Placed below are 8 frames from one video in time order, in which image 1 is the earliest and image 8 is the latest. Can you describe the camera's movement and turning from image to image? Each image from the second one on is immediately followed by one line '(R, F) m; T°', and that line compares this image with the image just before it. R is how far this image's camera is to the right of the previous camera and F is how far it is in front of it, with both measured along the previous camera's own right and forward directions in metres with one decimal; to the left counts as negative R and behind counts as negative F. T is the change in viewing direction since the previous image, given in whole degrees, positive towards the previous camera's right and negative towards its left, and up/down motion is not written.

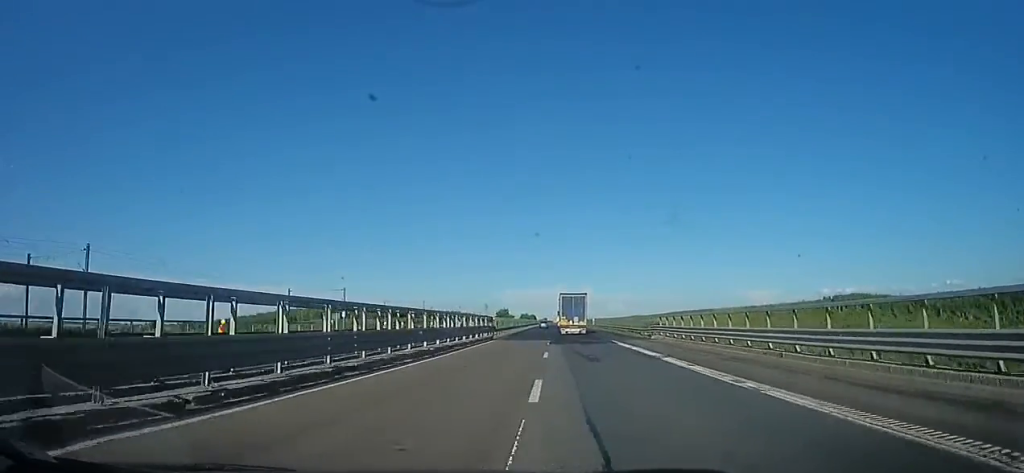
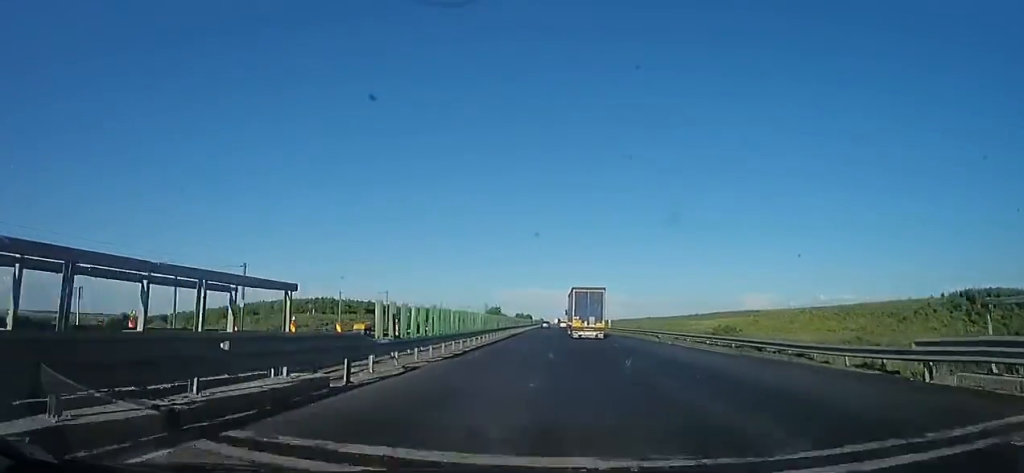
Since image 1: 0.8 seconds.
(+1.2, +30.4) m; +2°
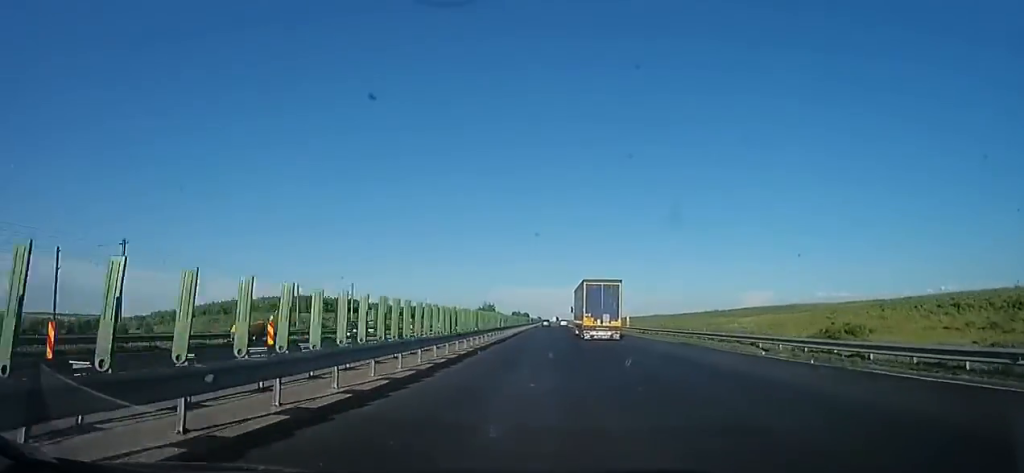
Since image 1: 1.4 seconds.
(+0.1, +19.2) m; 0°
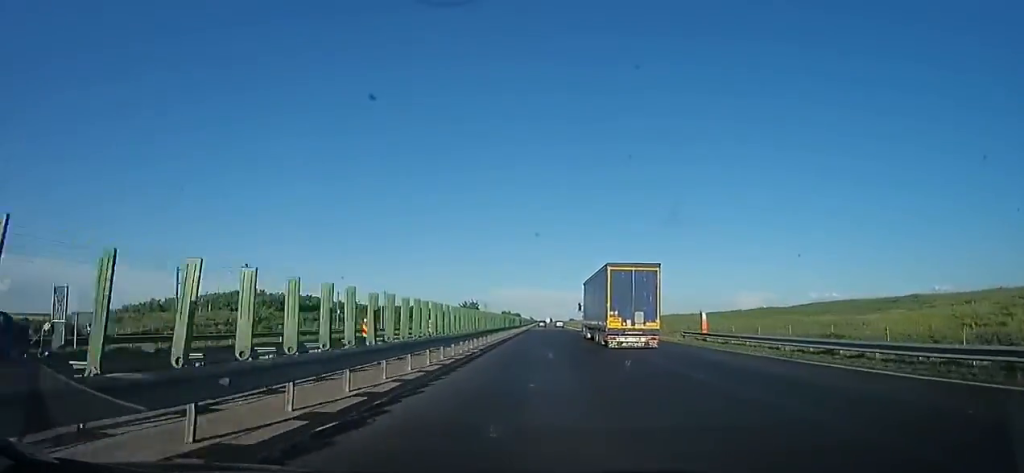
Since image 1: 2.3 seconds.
(-0.1, +32.4) m; 0°
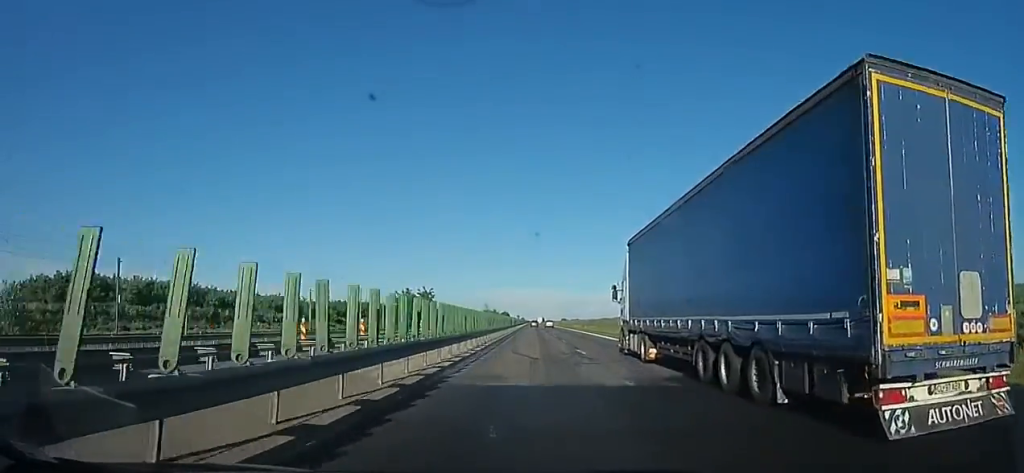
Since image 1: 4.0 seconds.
(+0.1, +62.4) m; 0°
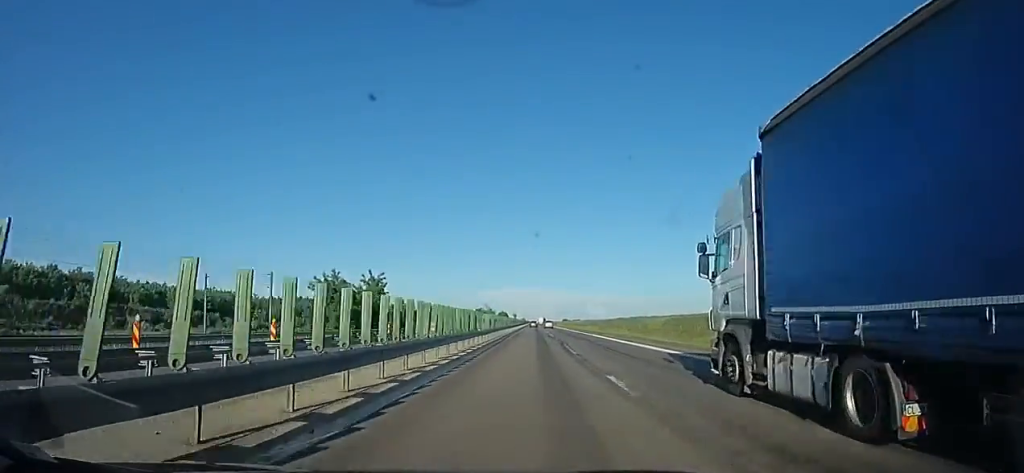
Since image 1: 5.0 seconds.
(0.0, +34.9) m; 0°
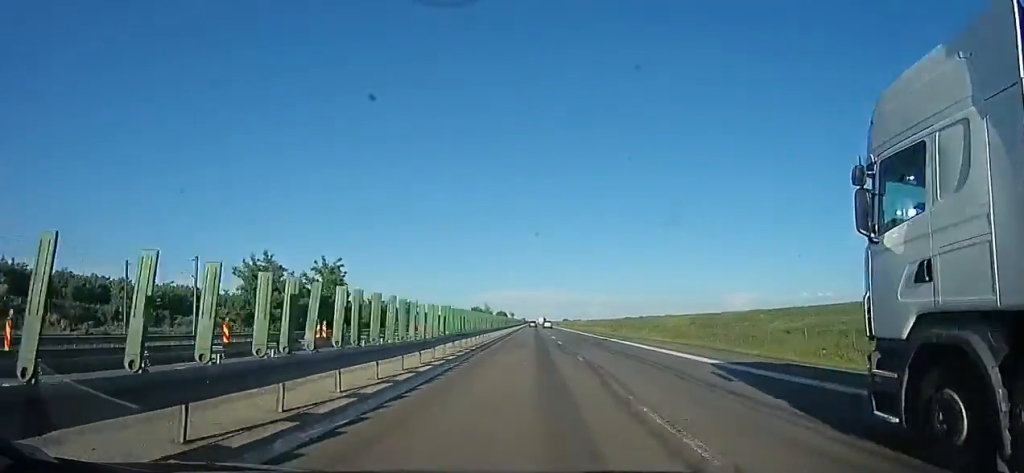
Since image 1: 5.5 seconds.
(0.0, +16.0) m; 0°
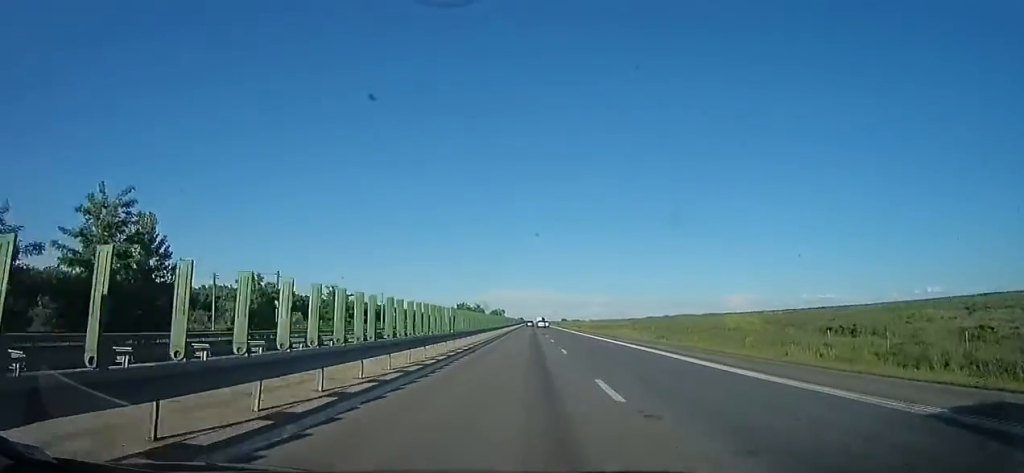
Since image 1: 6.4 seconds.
(0.0, +31.9) m; 0°
